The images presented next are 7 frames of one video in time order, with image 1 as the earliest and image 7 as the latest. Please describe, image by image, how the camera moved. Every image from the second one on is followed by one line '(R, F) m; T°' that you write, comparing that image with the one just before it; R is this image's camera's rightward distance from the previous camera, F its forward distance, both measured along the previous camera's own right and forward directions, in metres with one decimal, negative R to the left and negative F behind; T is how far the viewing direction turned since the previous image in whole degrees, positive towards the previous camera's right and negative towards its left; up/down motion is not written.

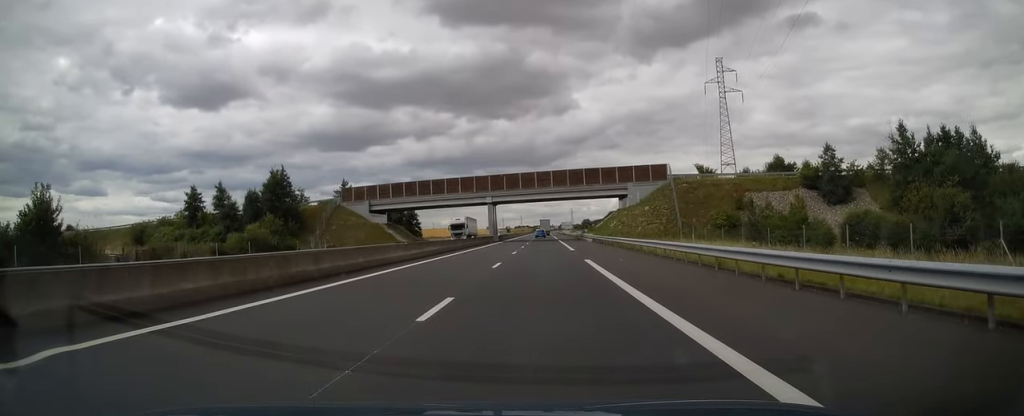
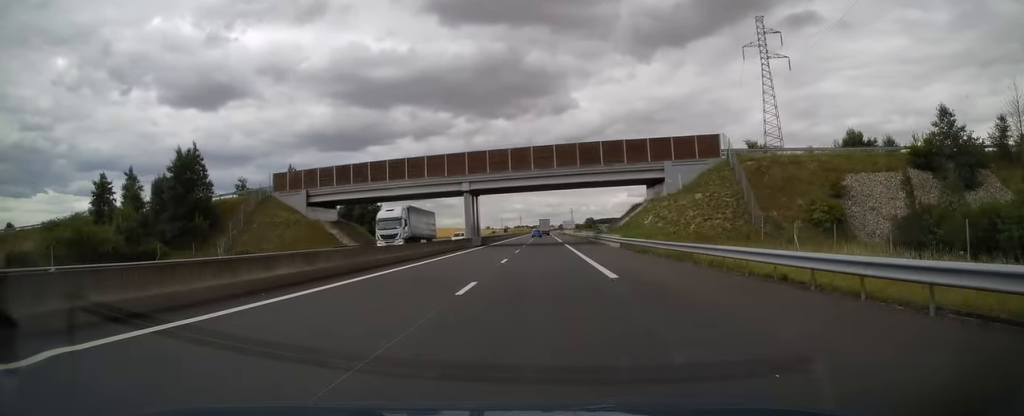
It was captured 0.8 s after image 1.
(+0.1, +22.6) m; 0°
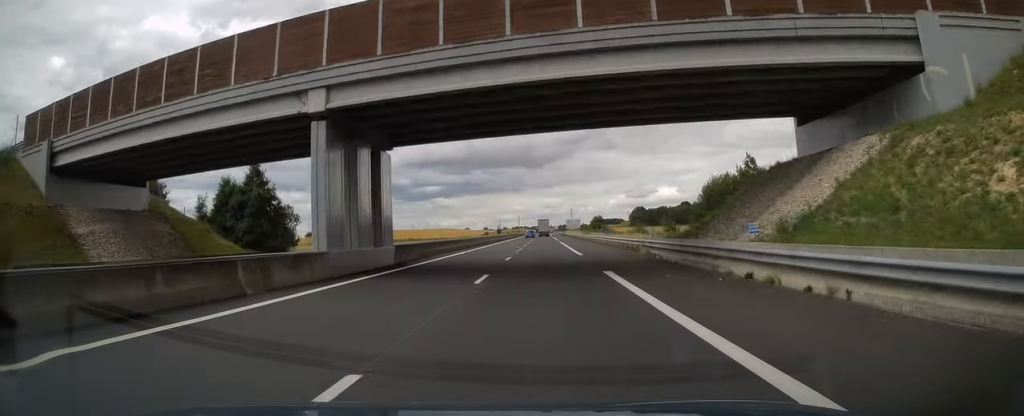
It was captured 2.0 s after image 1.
(-0.4, +36.3) m; 0°
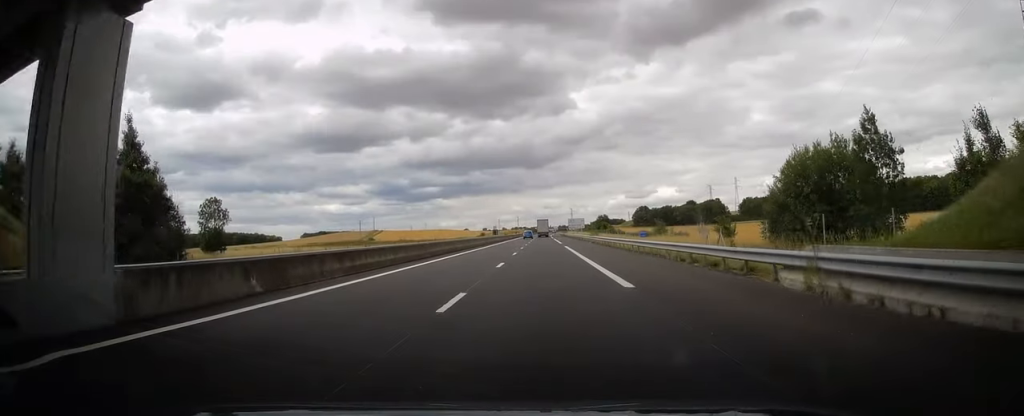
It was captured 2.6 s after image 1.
(0.0, +18.2) m; 0°
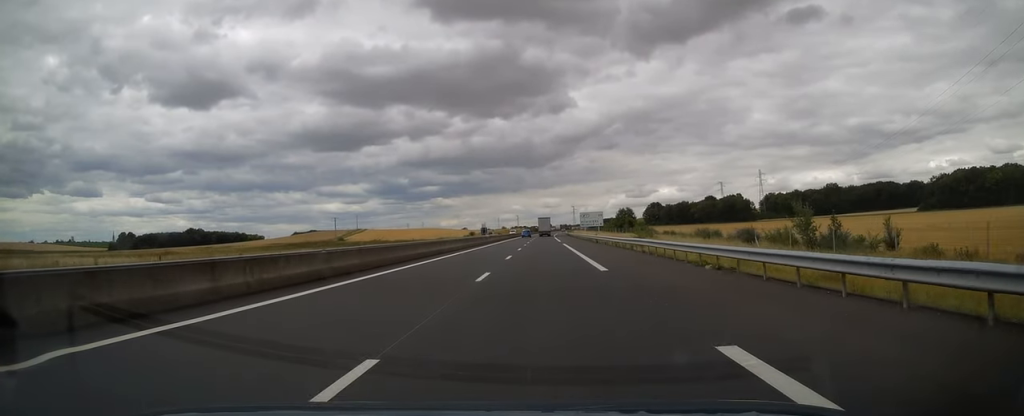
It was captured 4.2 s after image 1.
(+0.5, +46.1) m; 0°
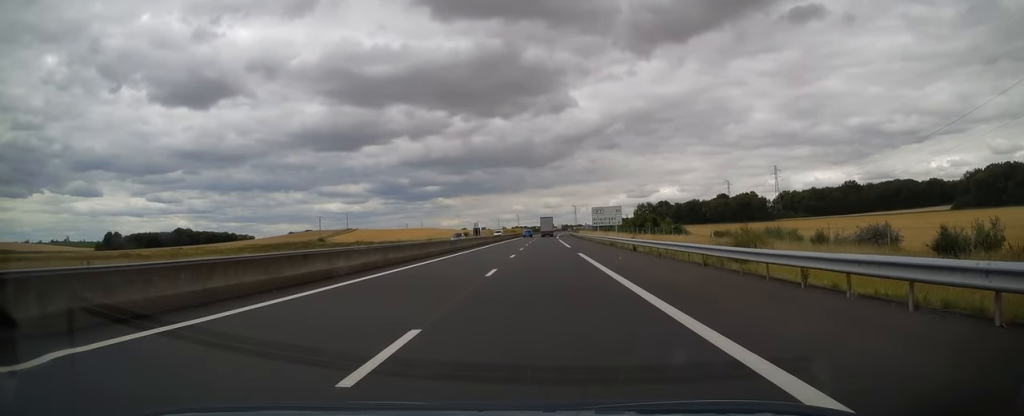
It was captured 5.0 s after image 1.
(0.0, +24.0) m; 0°
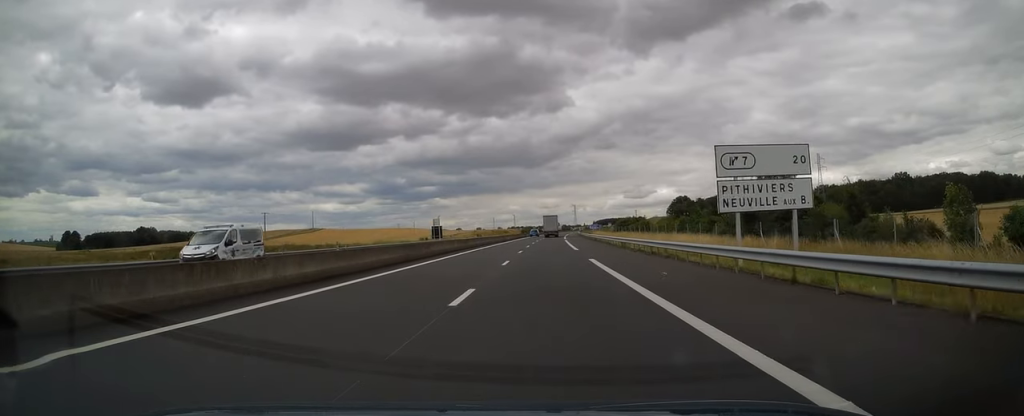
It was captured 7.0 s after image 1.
(0.0, +59.3) m; 0°
